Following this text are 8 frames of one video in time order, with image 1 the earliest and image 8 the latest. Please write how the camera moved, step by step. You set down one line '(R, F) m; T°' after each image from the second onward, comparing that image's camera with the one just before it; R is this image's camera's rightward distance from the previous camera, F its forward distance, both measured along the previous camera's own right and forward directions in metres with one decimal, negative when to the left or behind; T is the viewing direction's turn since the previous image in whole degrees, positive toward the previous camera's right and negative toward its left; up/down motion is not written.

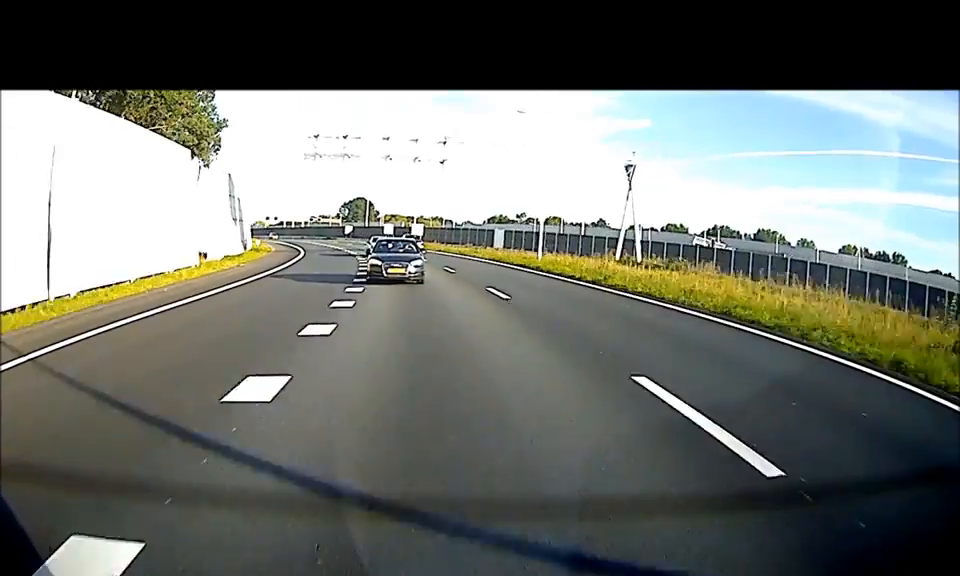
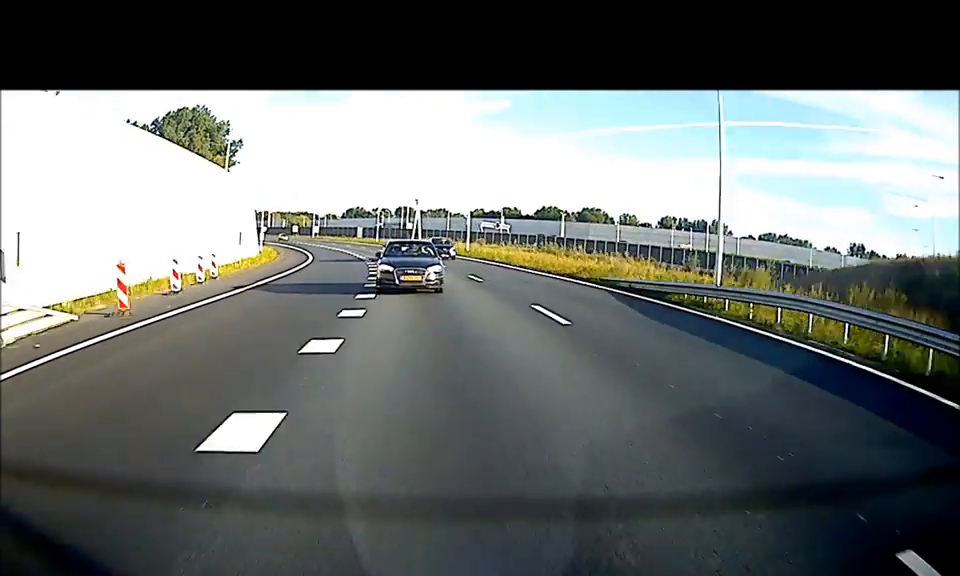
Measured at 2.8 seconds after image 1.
(+7.0, +61.1) m; +12°
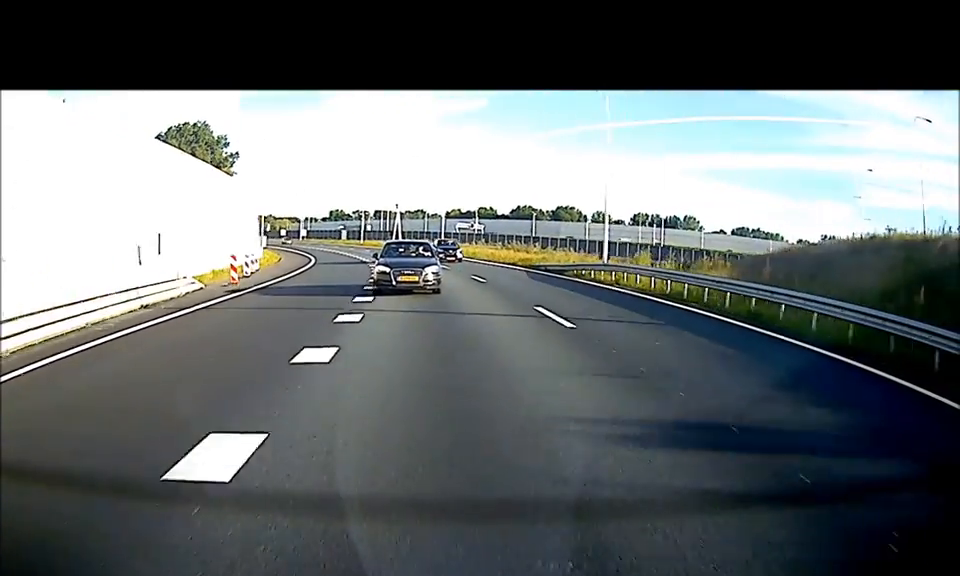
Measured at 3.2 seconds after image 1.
(+0.3, +13.2) m; +1°
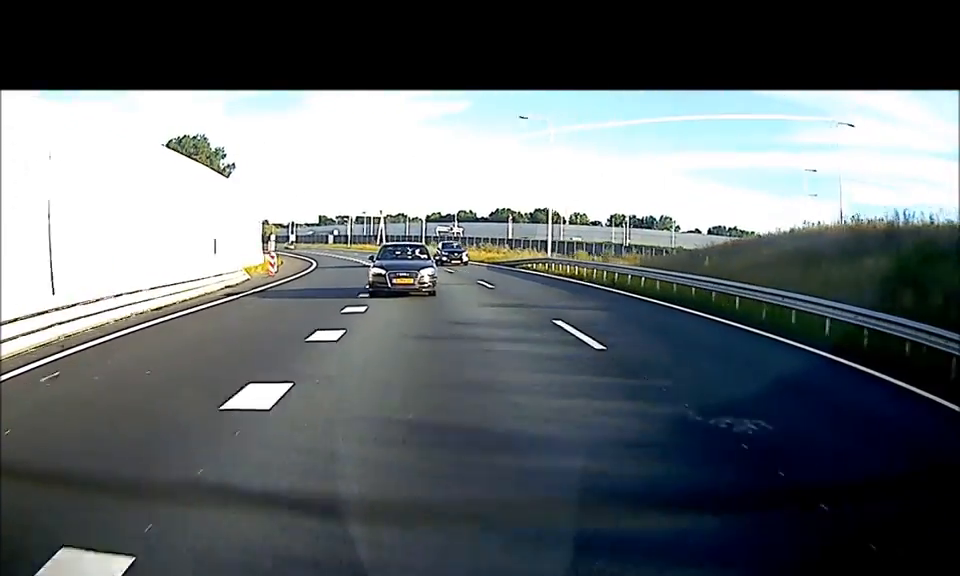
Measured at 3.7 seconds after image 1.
(+0.1, +12.6) m; +1°
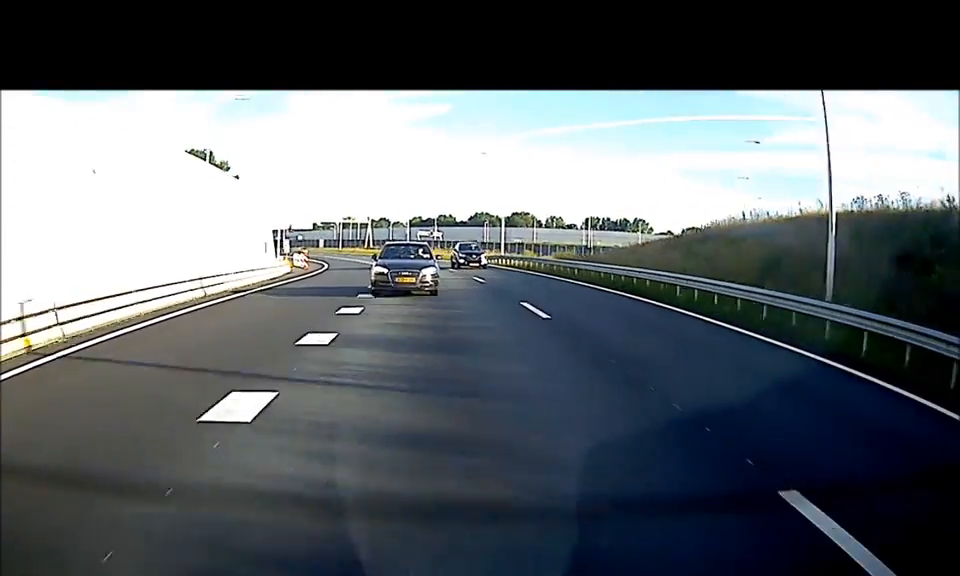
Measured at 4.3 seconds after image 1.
(-0.3, +18.9) m; +2°
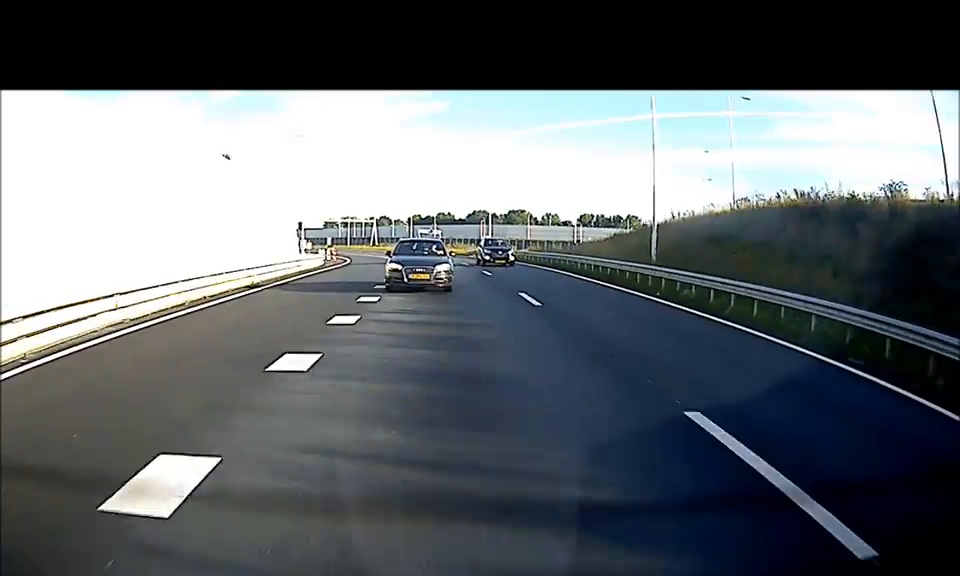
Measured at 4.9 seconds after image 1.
(+0.7, +16.2) m; +2°
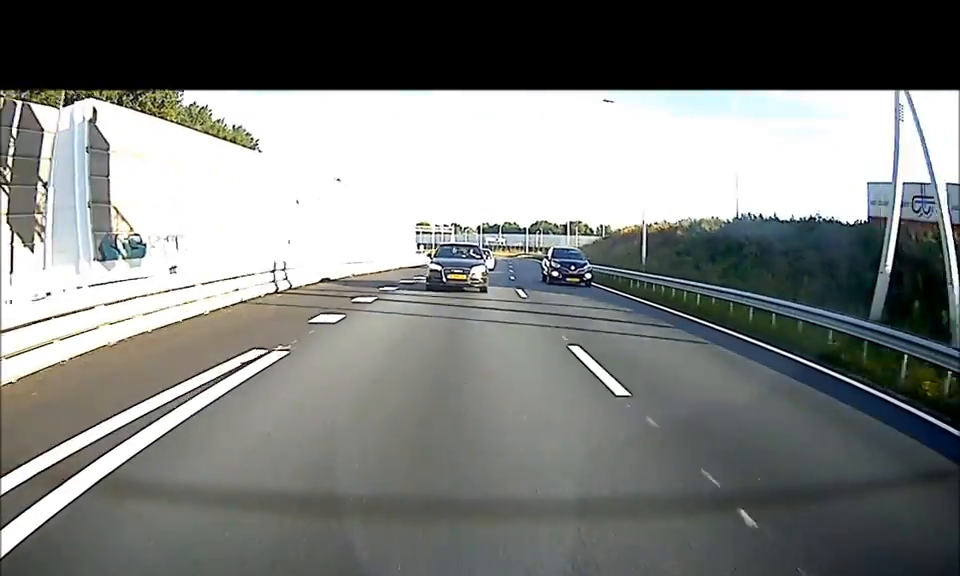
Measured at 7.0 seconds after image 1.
(+2.2, +56.7) m; +2°
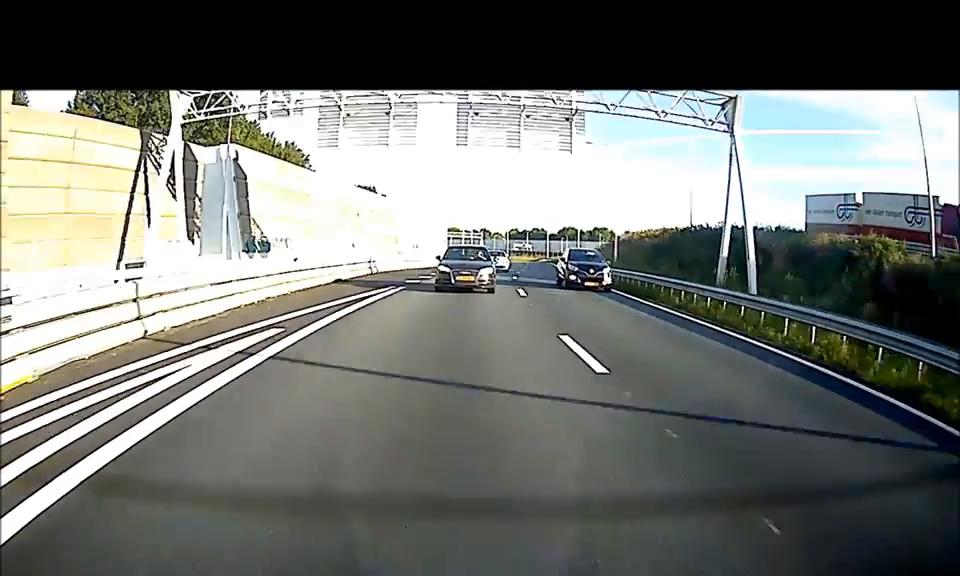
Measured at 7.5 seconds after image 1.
(-0.1, +13.1) m; -1°
